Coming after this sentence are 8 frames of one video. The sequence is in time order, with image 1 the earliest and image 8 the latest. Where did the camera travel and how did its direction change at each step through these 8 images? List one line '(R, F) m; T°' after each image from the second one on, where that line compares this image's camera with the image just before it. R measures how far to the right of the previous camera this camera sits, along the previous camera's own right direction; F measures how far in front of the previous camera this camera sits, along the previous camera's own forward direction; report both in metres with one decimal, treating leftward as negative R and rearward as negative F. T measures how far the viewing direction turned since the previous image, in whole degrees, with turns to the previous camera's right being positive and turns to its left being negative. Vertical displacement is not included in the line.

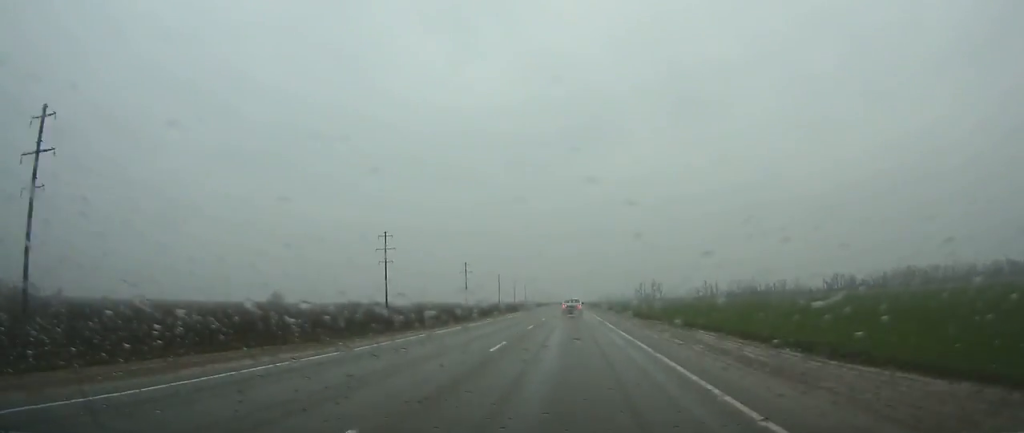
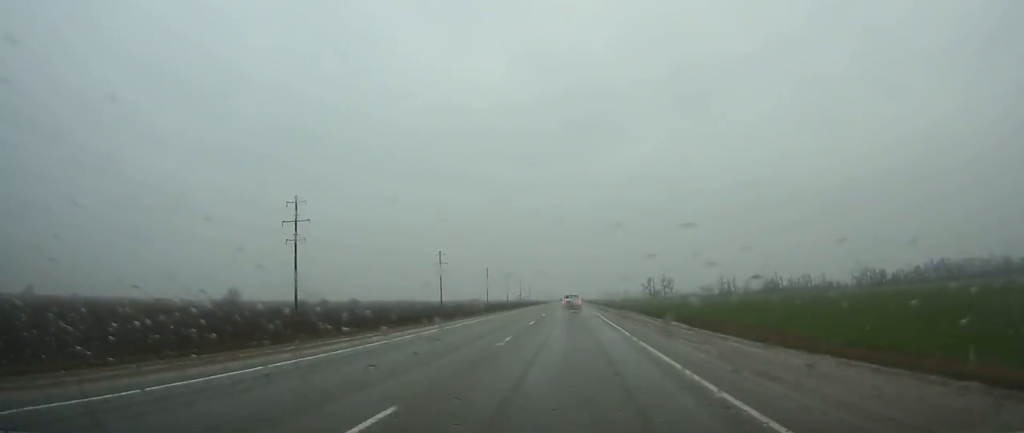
(-0.2, +46.9) m; 0°
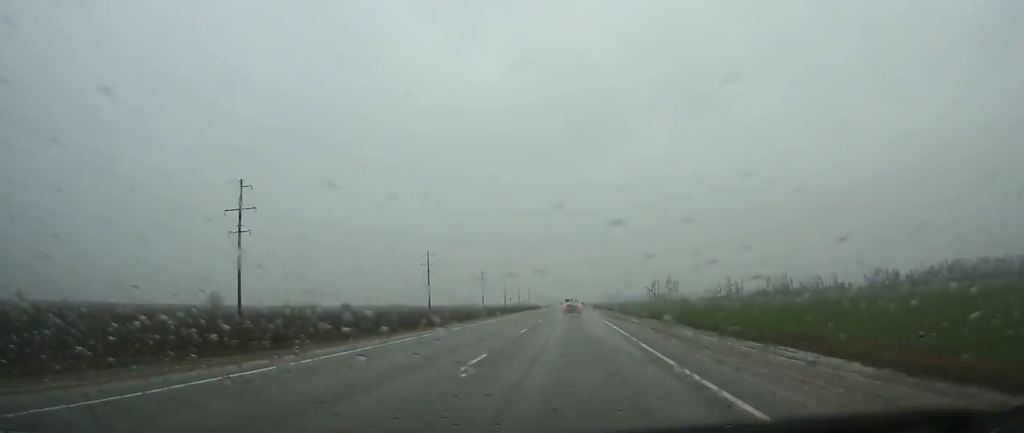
(0.0, +17.3) m; 0°
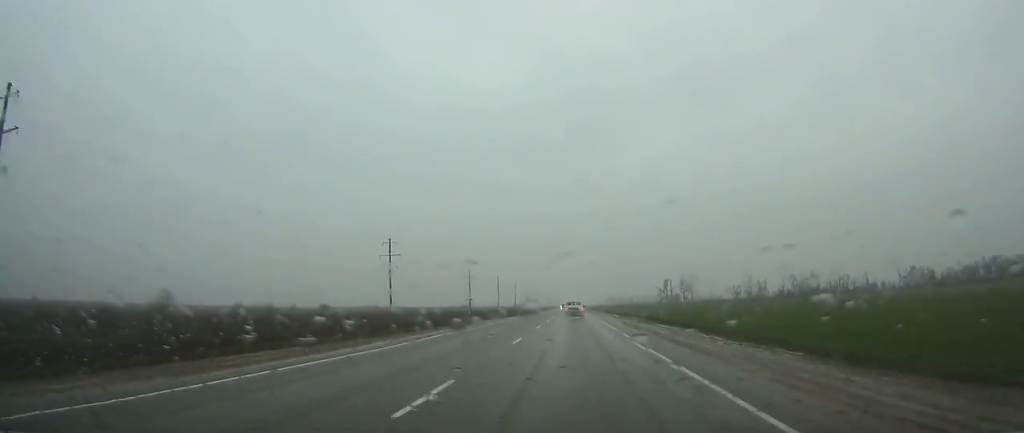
(+0.1, +40.4) m; 0°
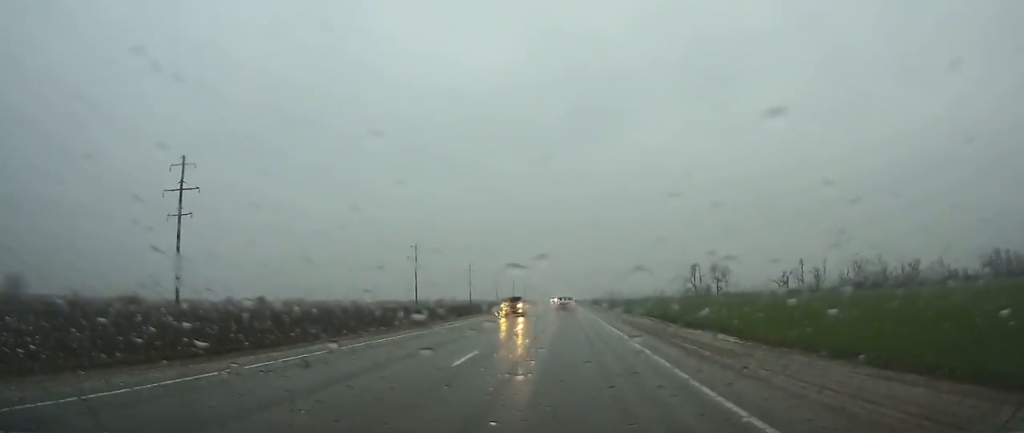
(+0.2, +80.0) m; 0°
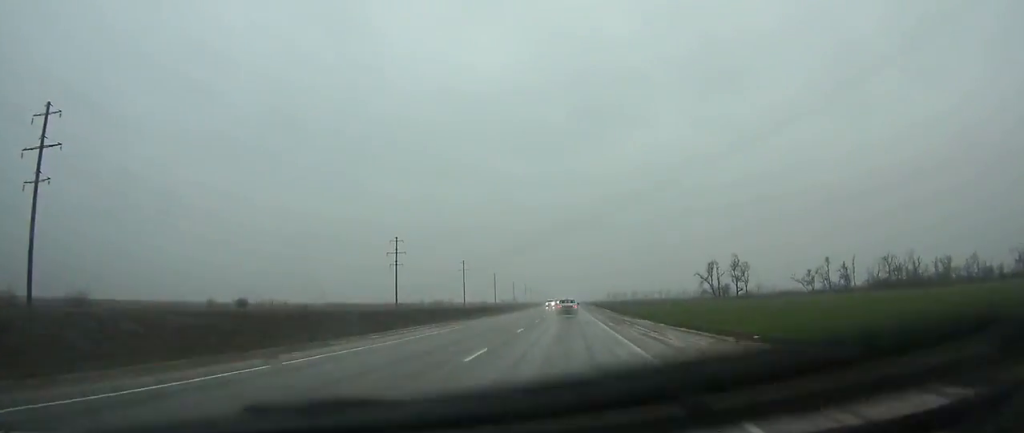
(0.0, +22.3) m; 0°
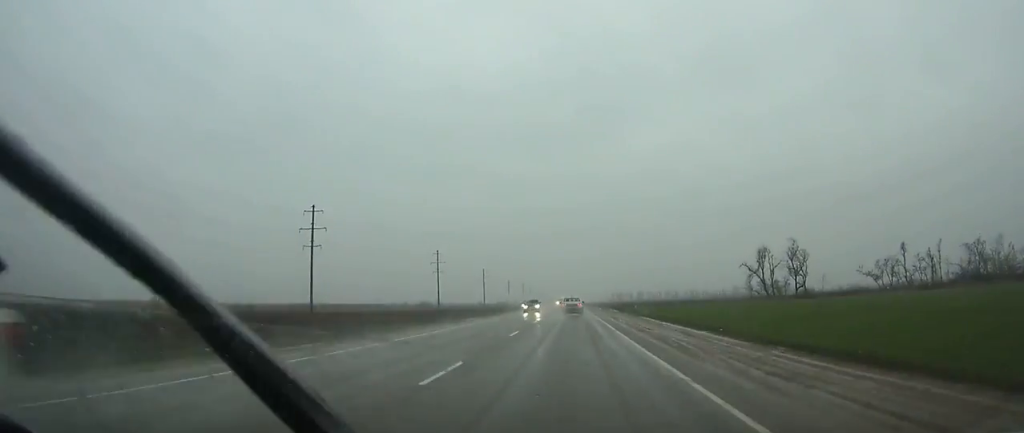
(+0.1, +51.6) m; 0°
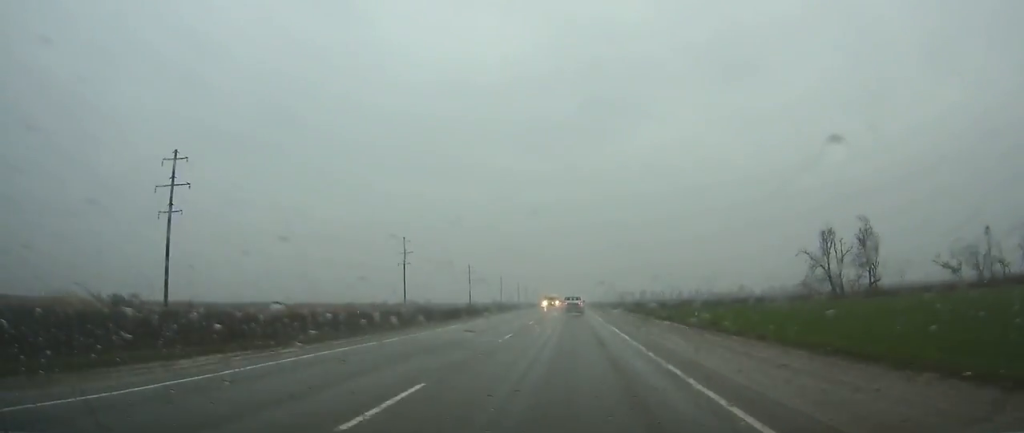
(0.0, +39.0) m; 0°
